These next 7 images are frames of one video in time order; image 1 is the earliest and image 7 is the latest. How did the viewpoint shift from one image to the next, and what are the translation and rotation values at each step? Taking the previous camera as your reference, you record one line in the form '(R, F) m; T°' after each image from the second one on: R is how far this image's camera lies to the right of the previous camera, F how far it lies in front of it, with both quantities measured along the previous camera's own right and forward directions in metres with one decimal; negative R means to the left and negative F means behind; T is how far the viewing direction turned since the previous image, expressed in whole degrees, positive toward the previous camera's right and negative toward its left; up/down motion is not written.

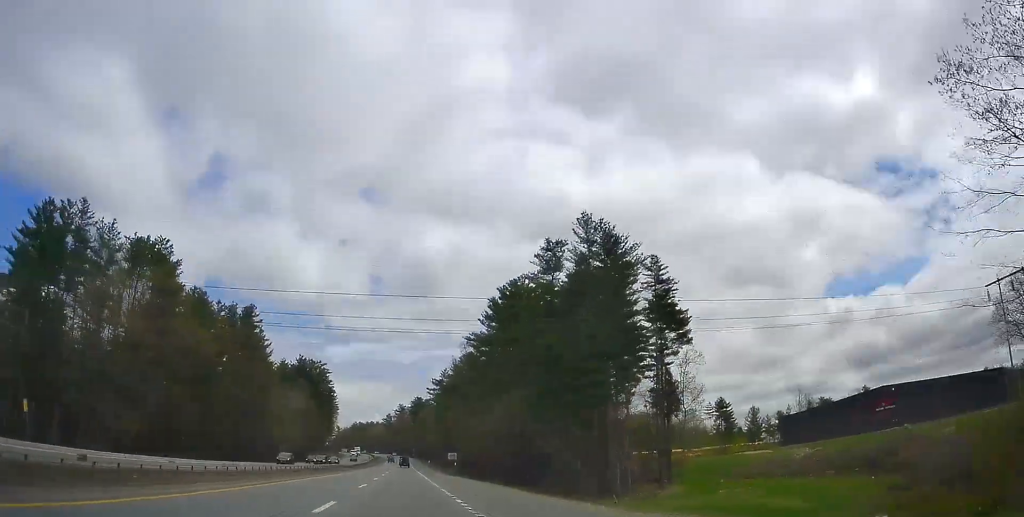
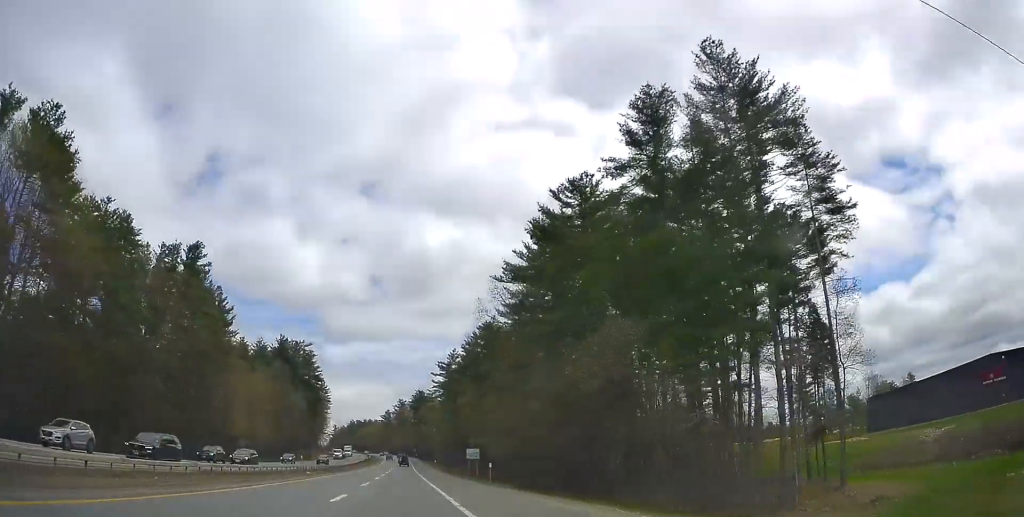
(+0.2, +32.9) m; 0°
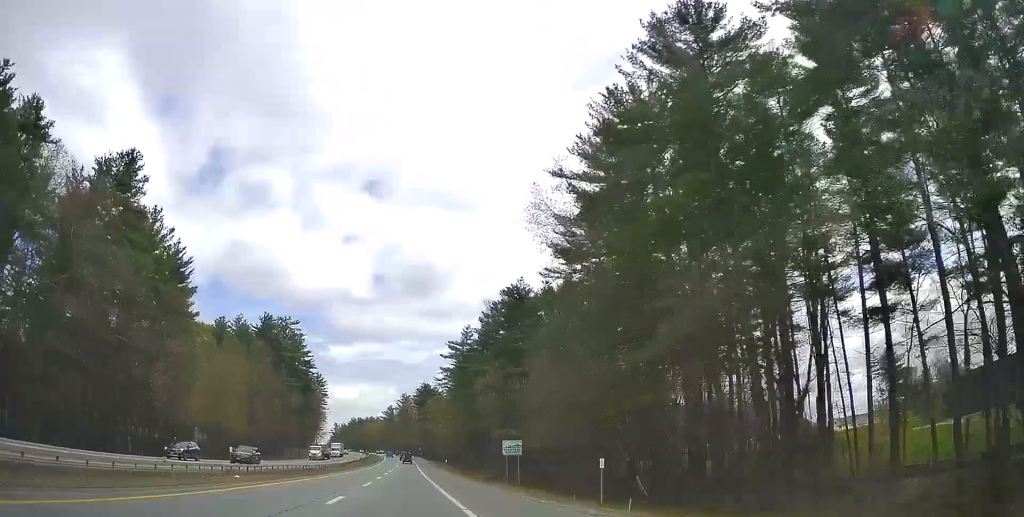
(-0.3, +25.3) m; -1°
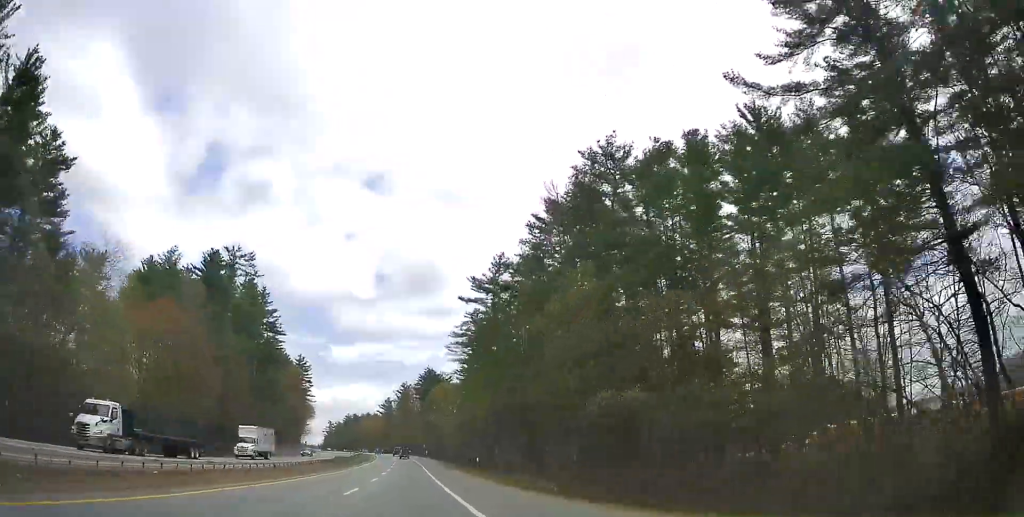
(-0.5, +44.9) m; -1°
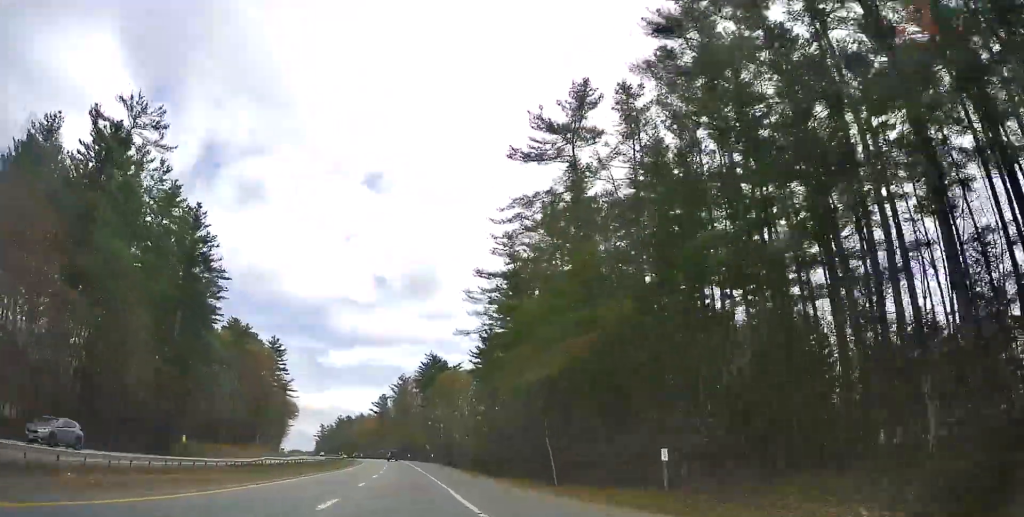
(+0.1, +42.4) m; +2°
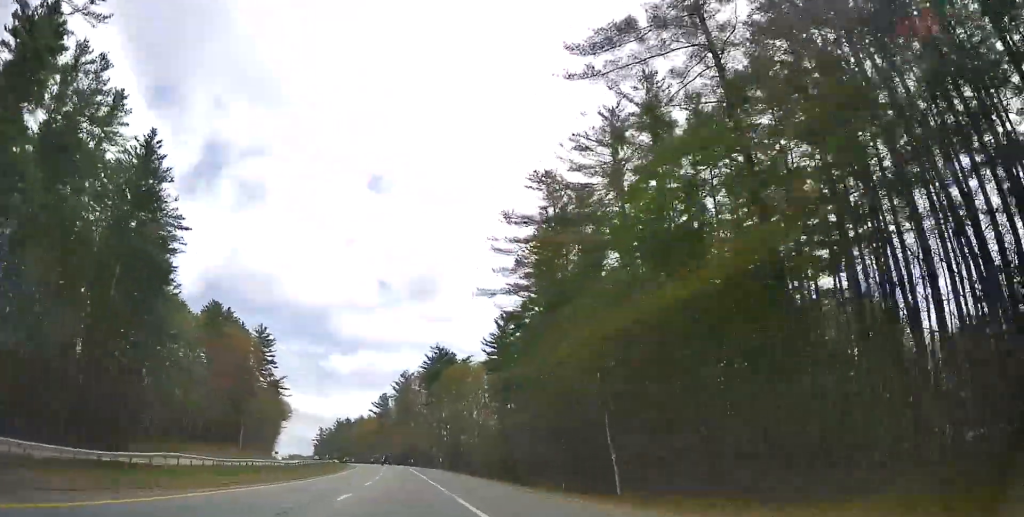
(+0.3, +20.0) m; +1°
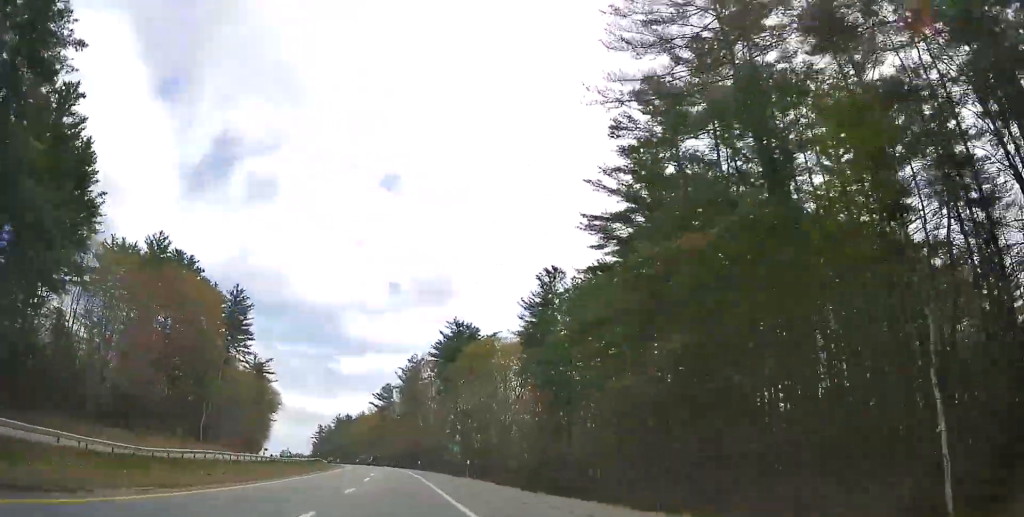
(0.0, +32.6) m; -1°
